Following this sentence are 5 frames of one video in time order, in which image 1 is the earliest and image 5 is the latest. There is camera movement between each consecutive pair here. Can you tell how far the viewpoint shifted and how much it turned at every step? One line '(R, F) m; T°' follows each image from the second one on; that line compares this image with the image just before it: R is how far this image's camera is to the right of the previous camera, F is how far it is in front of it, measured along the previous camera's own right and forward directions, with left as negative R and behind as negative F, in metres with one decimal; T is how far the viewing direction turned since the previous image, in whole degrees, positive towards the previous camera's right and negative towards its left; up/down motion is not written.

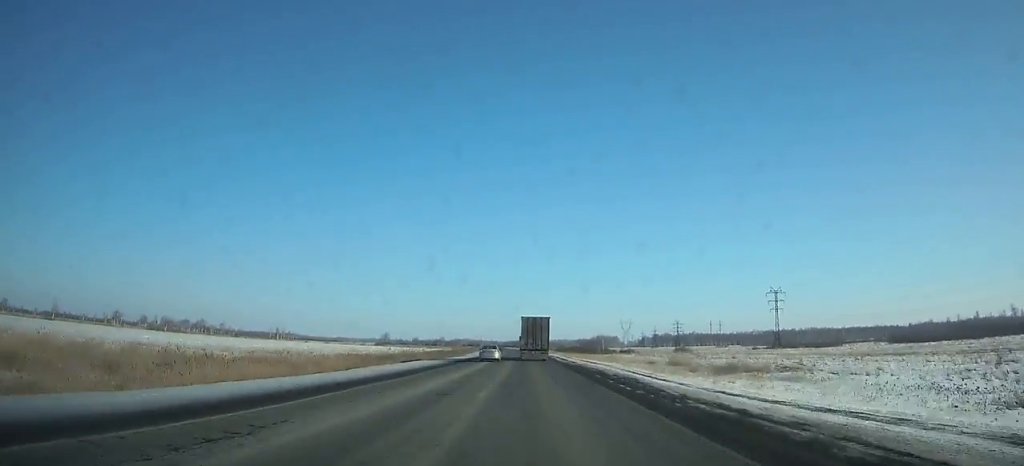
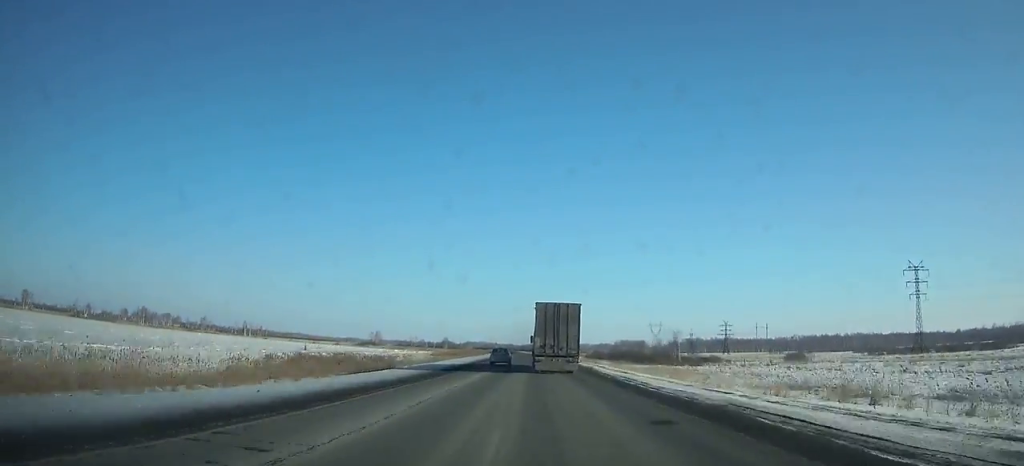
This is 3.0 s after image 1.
(-1.1, +80.9) m; -2°
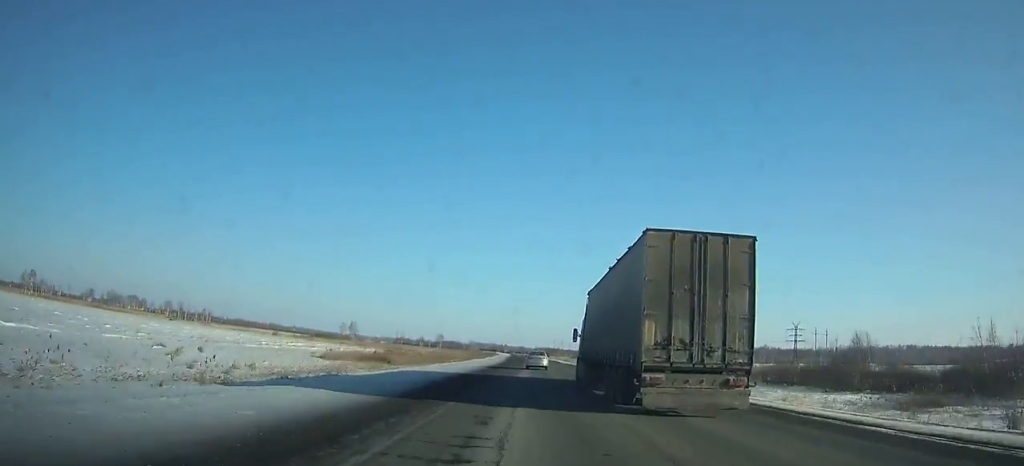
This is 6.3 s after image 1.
(-1.5, +90.8) m; -1°
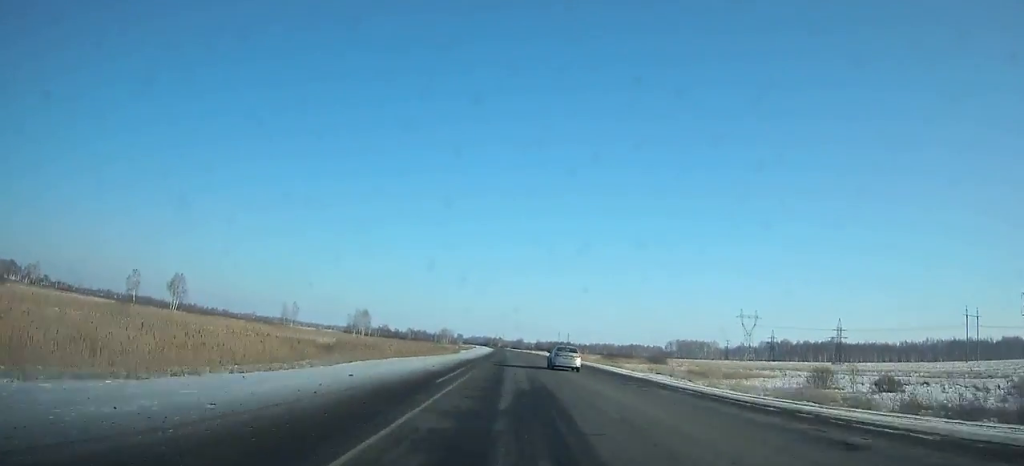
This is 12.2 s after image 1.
(-0.5, +166.6) m; 0°
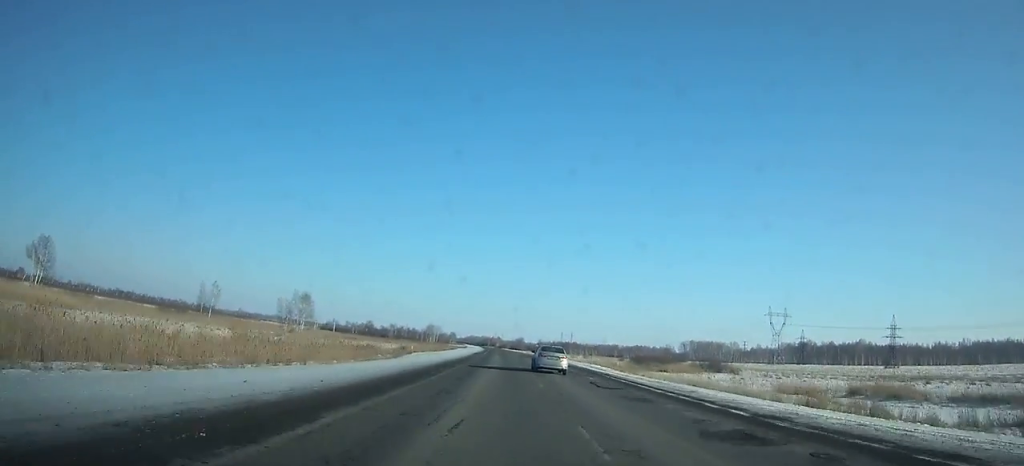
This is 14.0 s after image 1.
(0.0, +51.2) m; 0°
